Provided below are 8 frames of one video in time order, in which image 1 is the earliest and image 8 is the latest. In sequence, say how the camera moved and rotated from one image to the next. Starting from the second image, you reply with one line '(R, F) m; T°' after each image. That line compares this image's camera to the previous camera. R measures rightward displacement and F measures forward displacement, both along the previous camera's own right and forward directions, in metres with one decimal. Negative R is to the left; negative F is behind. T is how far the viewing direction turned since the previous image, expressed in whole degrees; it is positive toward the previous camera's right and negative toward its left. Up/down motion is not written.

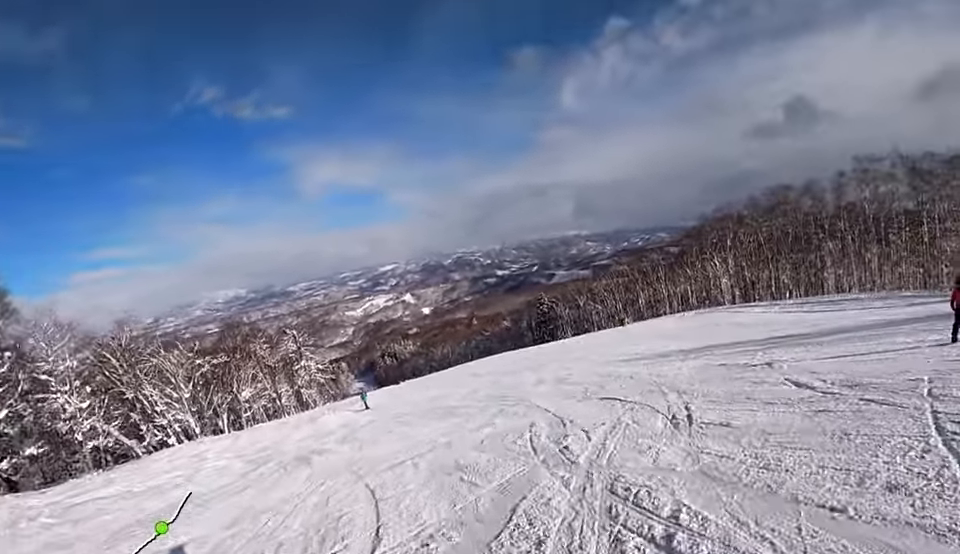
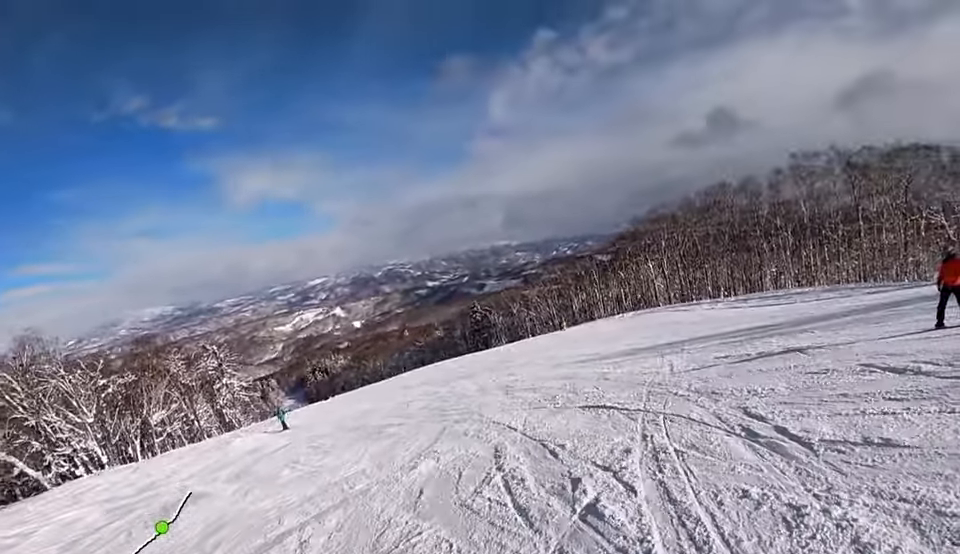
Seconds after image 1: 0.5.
(+0.7, +3.9) m; +8°
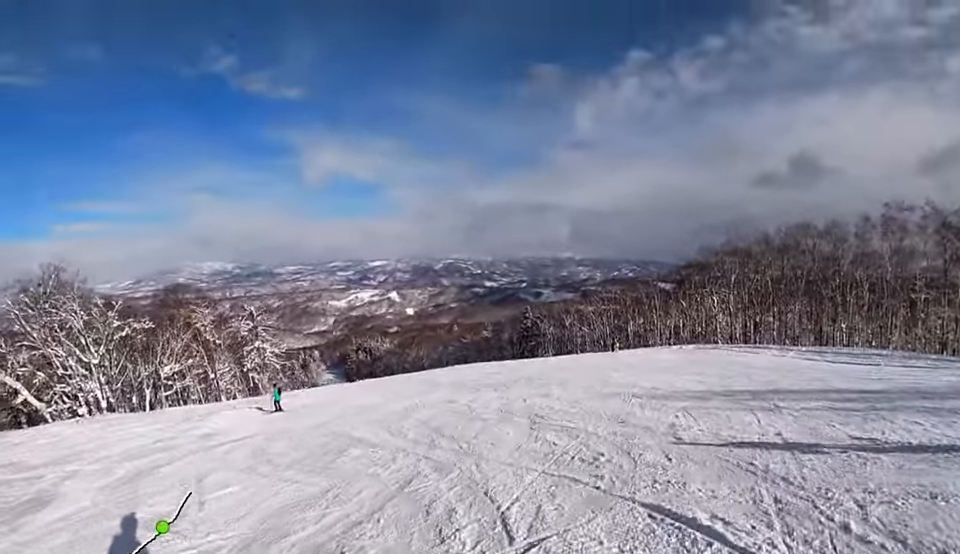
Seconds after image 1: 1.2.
(+0.1, +4.4) m; -8°
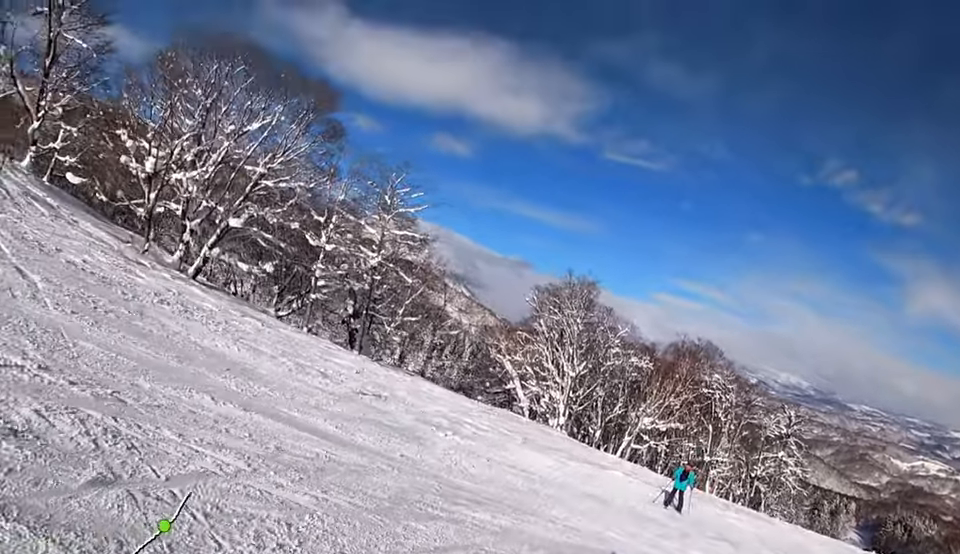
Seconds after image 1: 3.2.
(-4.2, +10.2) m; -40°
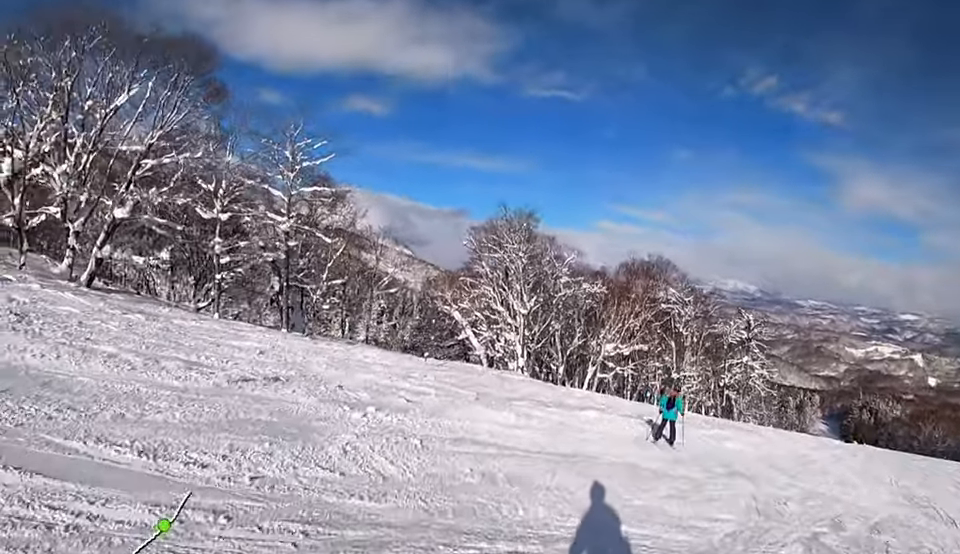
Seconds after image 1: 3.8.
(-0.2, +3.1) m; -3°
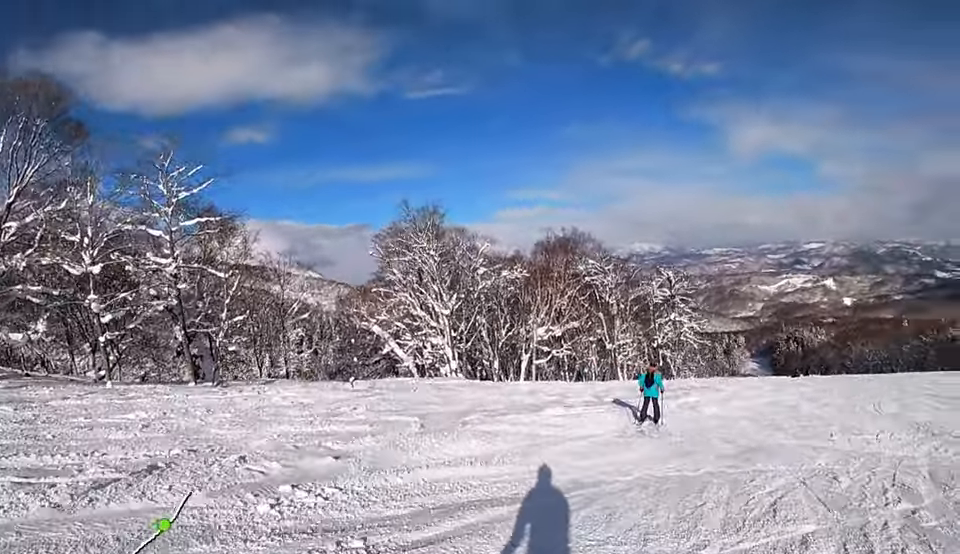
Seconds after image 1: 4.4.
(-0.1, +3.1) m; +3°
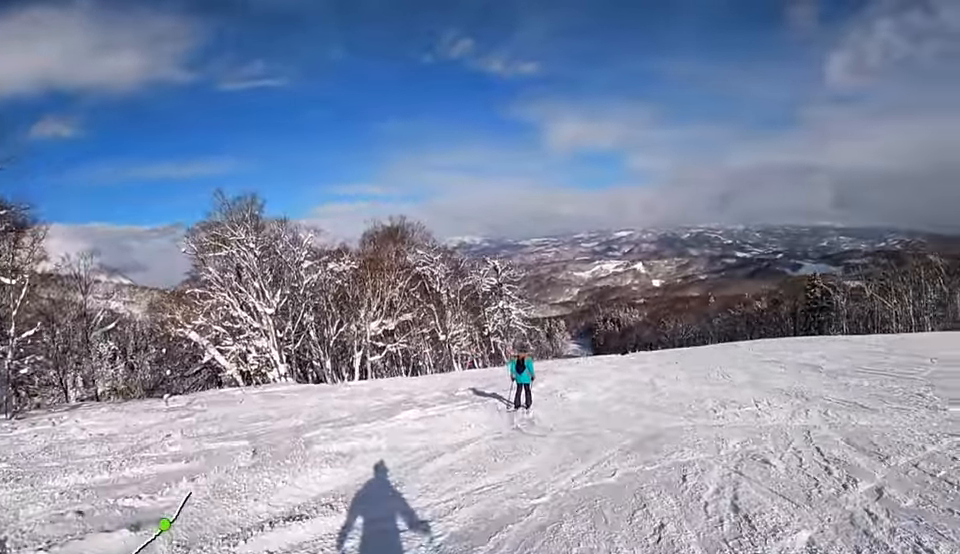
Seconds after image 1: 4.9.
(+0.1, +2.4) m; +8°
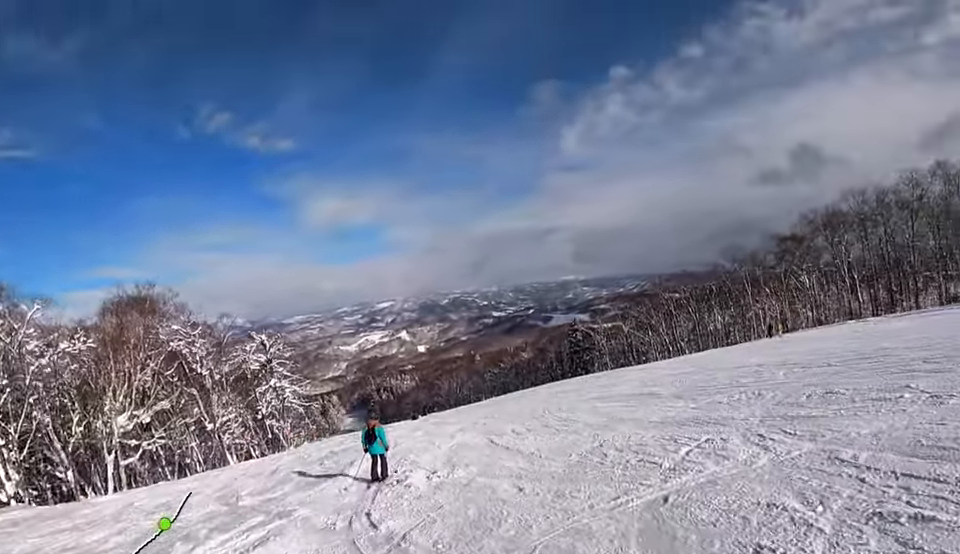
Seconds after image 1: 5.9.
(+0.9, +4.8) m; +25°
